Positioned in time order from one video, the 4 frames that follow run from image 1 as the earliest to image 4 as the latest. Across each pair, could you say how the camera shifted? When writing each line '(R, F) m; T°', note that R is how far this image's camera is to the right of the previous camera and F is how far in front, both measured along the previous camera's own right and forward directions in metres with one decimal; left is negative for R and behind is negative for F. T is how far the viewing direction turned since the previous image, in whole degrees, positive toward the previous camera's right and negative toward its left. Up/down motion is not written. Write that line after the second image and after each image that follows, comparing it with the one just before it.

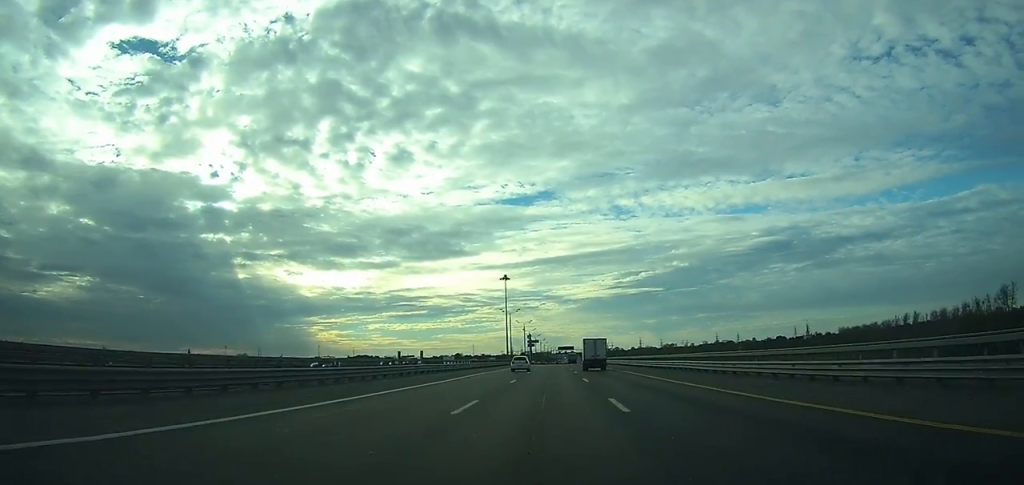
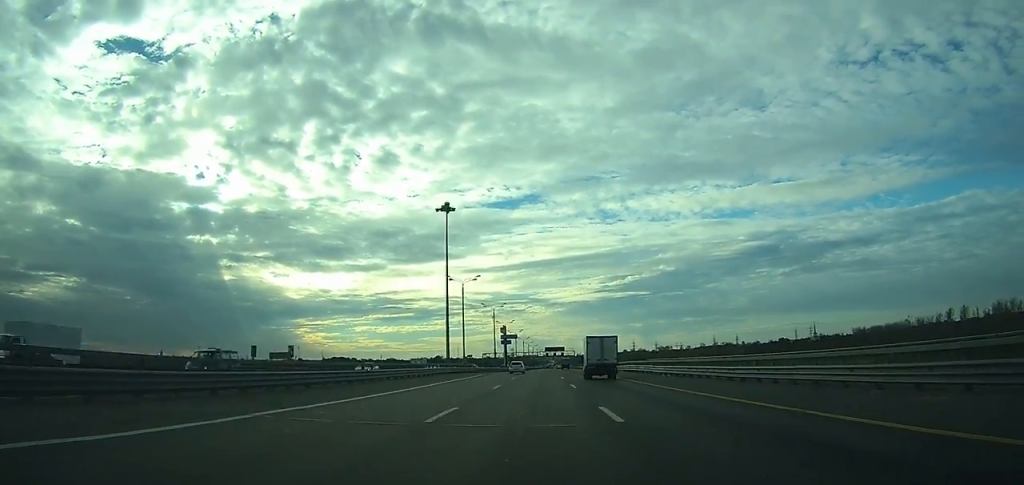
(+0.9, +66.8) m; +1°
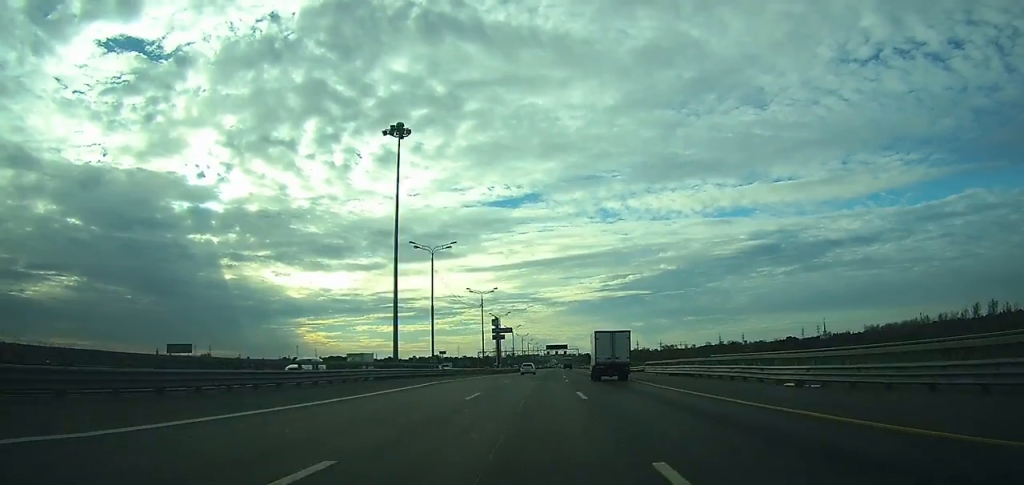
(+0.1, +24.2) m; 0°
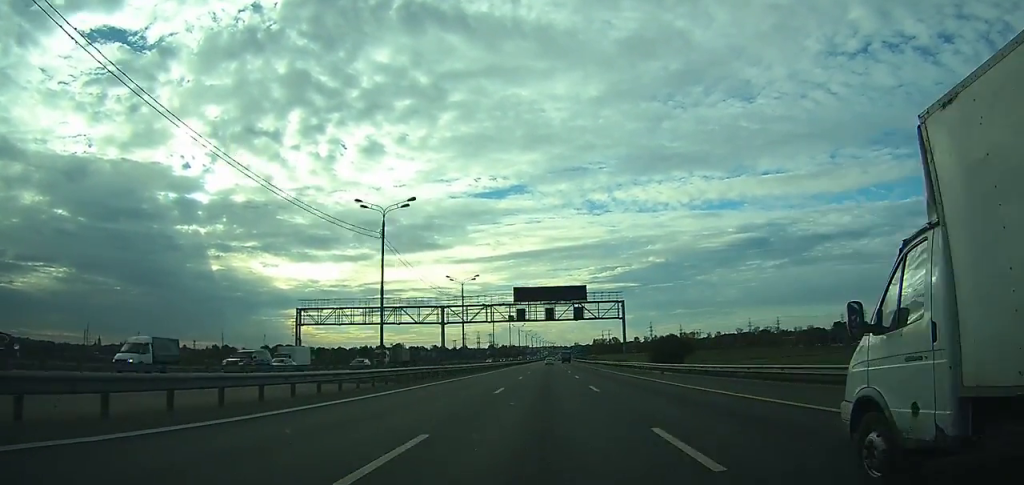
(+2.1, +188.9) m; +1°
